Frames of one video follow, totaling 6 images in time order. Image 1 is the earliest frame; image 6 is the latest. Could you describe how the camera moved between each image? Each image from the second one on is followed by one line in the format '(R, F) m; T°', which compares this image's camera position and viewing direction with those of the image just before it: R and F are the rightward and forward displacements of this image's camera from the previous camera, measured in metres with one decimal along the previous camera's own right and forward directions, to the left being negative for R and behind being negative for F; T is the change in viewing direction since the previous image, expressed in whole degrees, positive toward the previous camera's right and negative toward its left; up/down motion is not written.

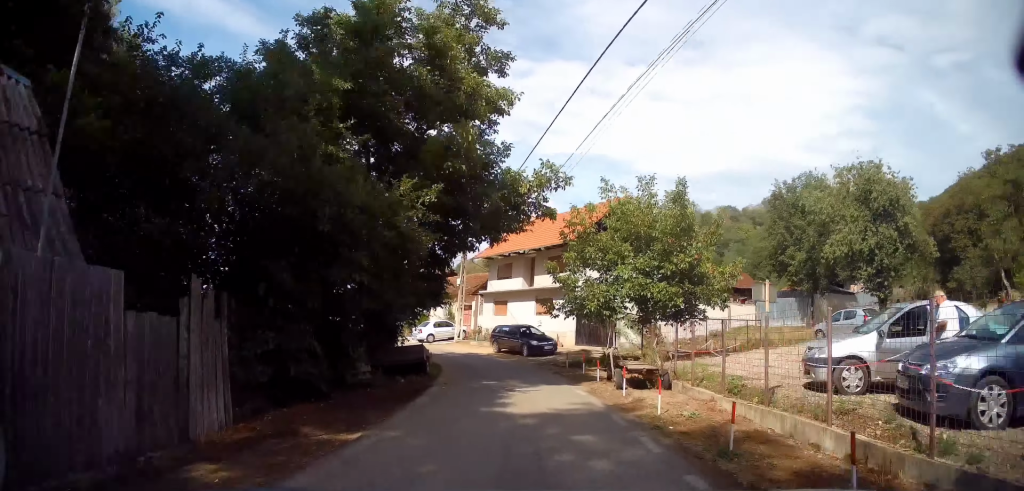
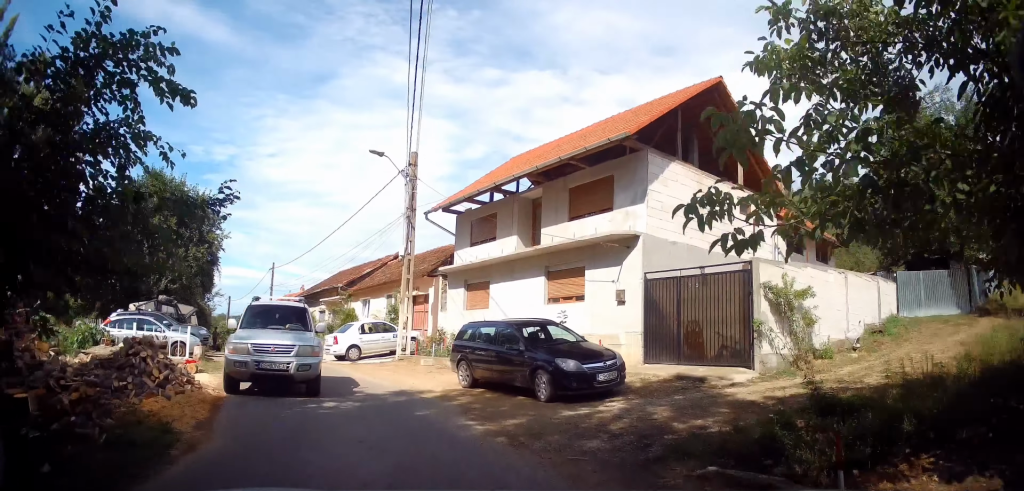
(+1.6, +17.7) m; +5°
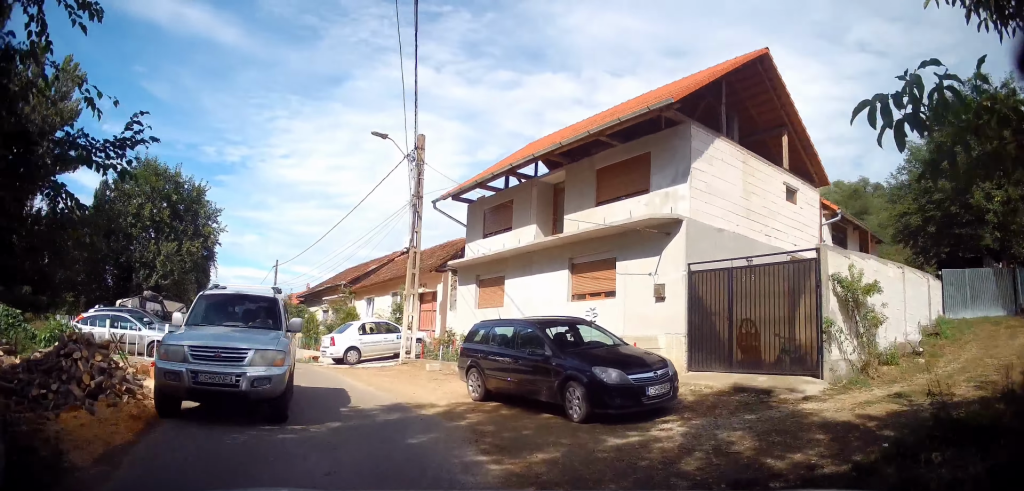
(-0.1, +2.5) m; -5°
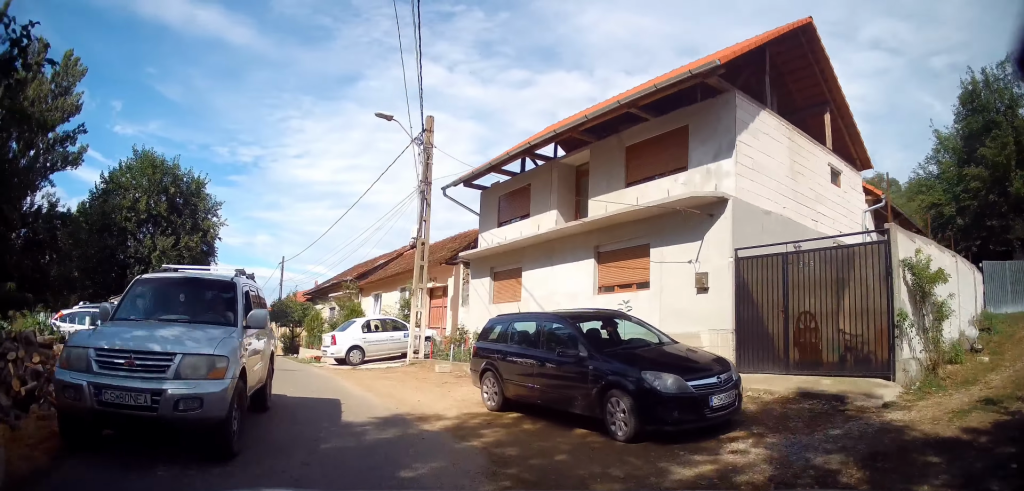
(0.0, +1.9) m; -4°
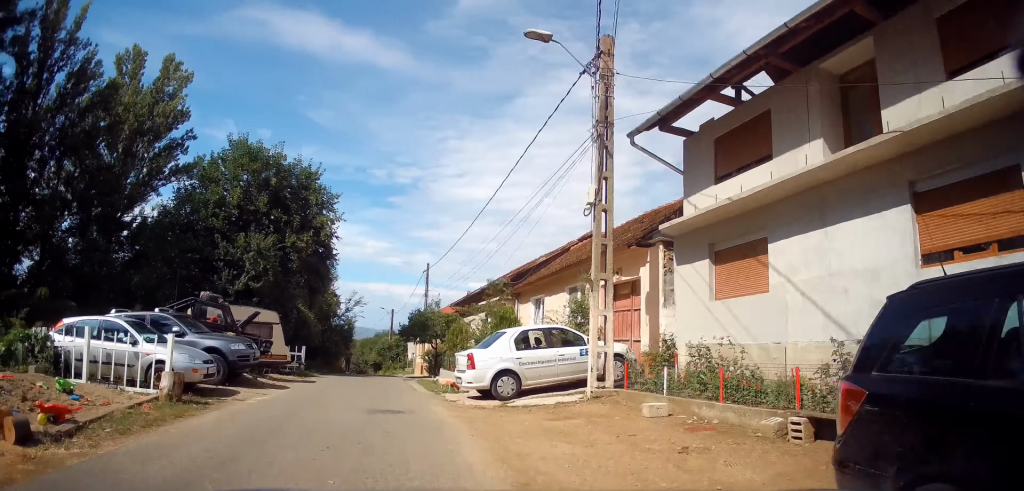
(-0.4, +6.5) m; -15°
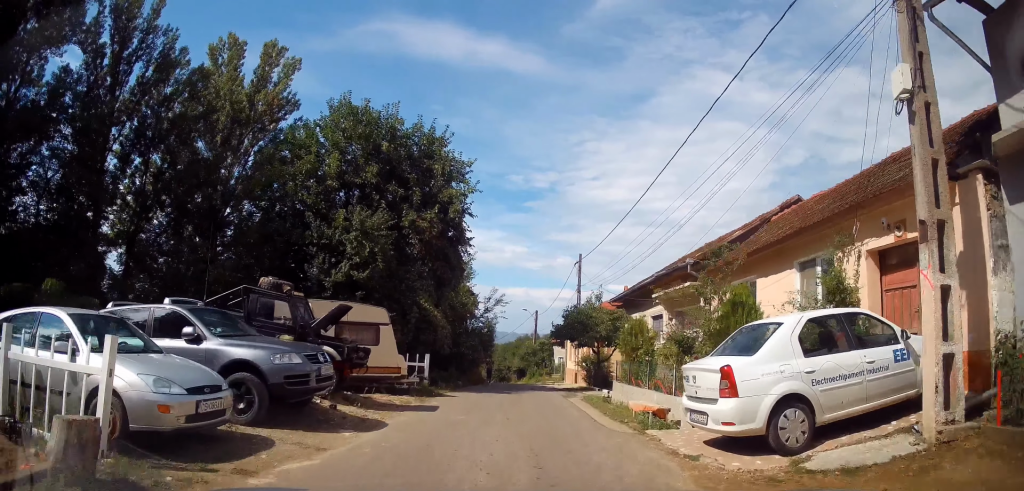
(-1.1, +5.6) m; -9°
